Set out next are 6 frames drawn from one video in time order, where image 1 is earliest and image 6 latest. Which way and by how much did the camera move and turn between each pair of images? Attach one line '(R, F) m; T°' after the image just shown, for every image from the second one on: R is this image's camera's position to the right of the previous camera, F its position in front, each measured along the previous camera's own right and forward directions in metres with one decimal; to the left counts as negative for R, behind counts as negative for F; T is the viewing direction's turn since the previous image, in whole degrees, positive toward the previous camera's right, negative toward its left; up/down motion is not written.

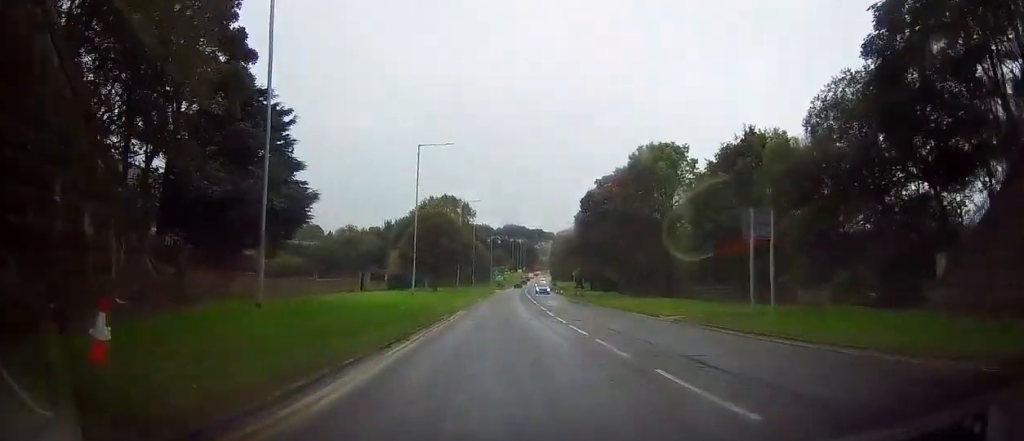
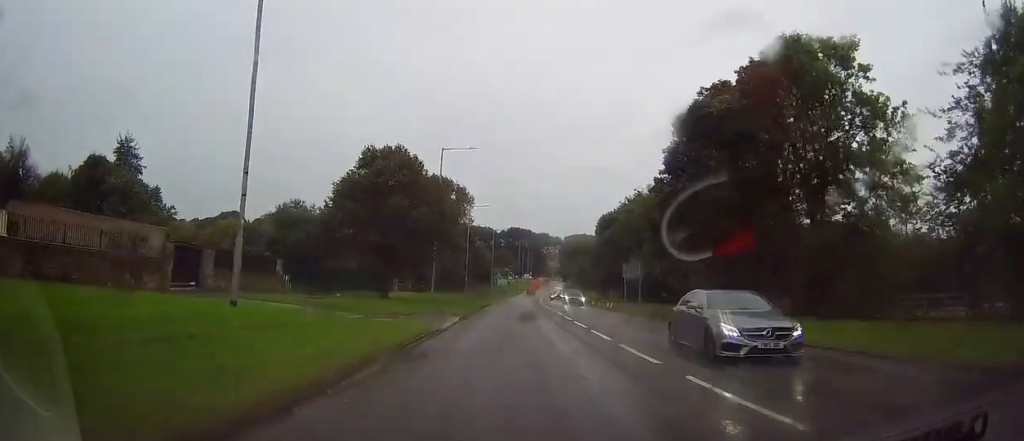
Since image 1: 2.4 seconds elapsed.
(+0.3, +36.4) m; +1°
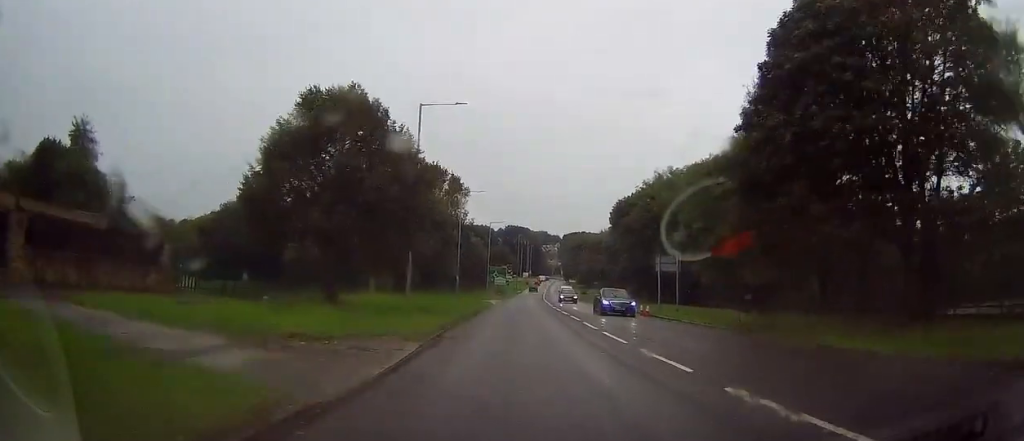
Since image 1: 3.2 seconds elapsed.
(0.0, +13.1) m; 0°
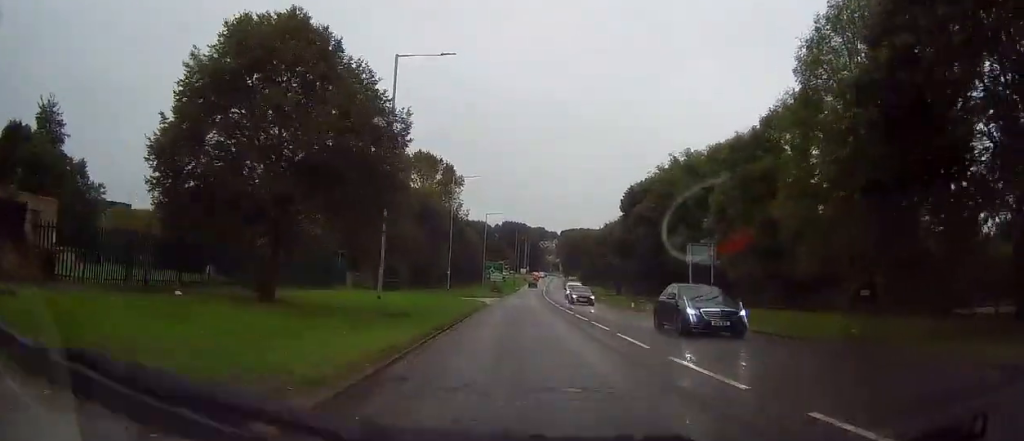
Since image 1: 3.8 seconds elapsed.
(+0.3, +8.4) m; 0°
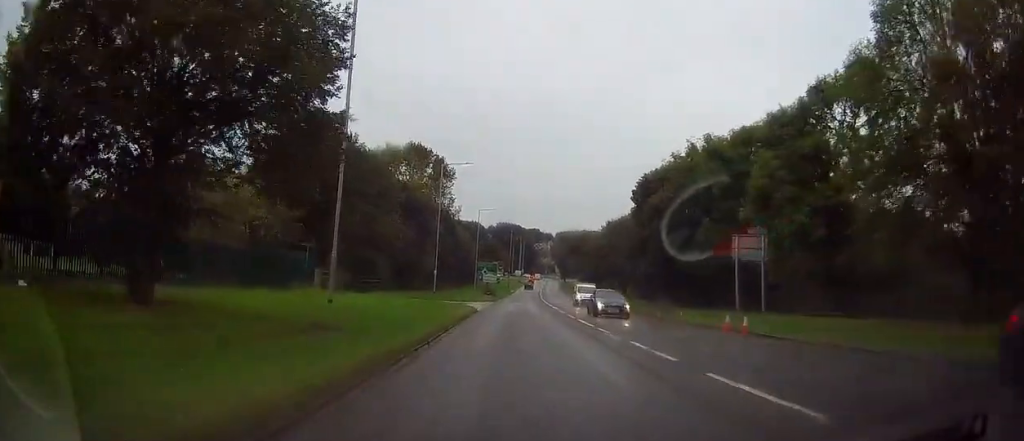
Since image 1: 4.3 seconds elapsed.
(-0.3, +8.3) m; 0°
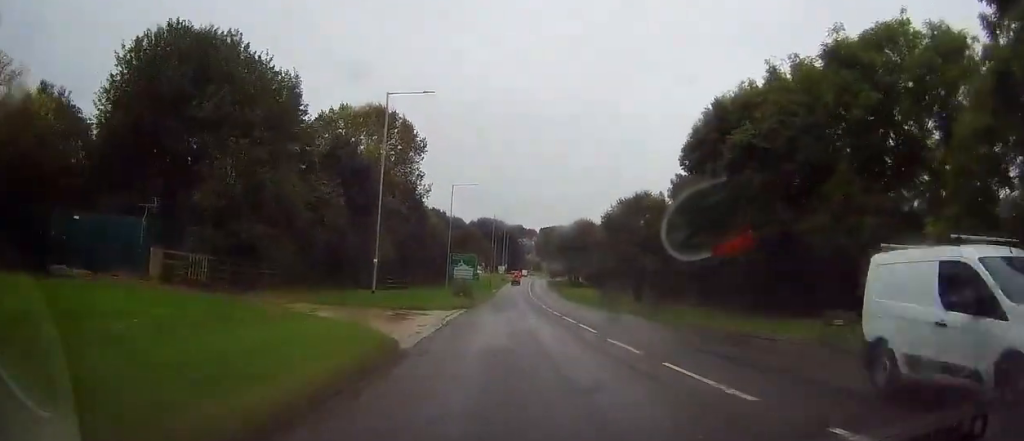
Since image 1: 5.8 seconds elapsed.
(+0.2, +22.7) m; +2°
